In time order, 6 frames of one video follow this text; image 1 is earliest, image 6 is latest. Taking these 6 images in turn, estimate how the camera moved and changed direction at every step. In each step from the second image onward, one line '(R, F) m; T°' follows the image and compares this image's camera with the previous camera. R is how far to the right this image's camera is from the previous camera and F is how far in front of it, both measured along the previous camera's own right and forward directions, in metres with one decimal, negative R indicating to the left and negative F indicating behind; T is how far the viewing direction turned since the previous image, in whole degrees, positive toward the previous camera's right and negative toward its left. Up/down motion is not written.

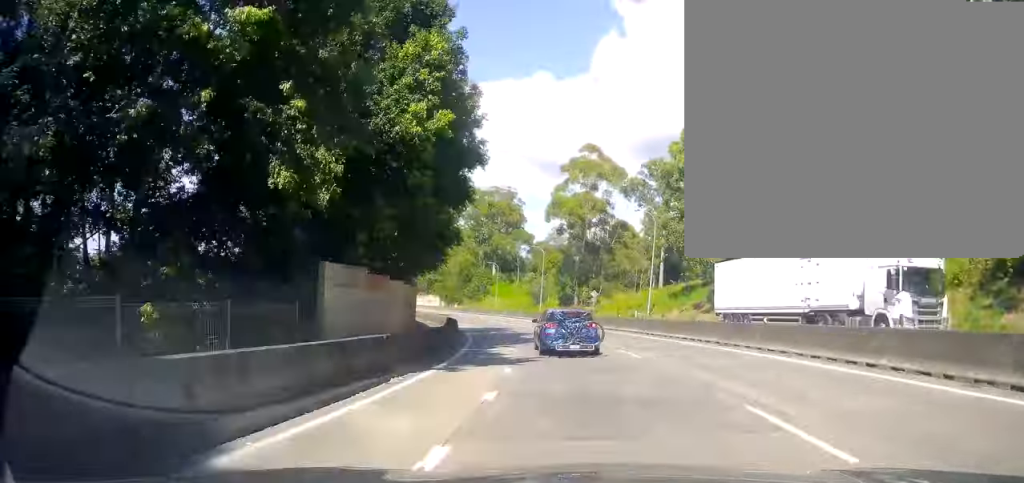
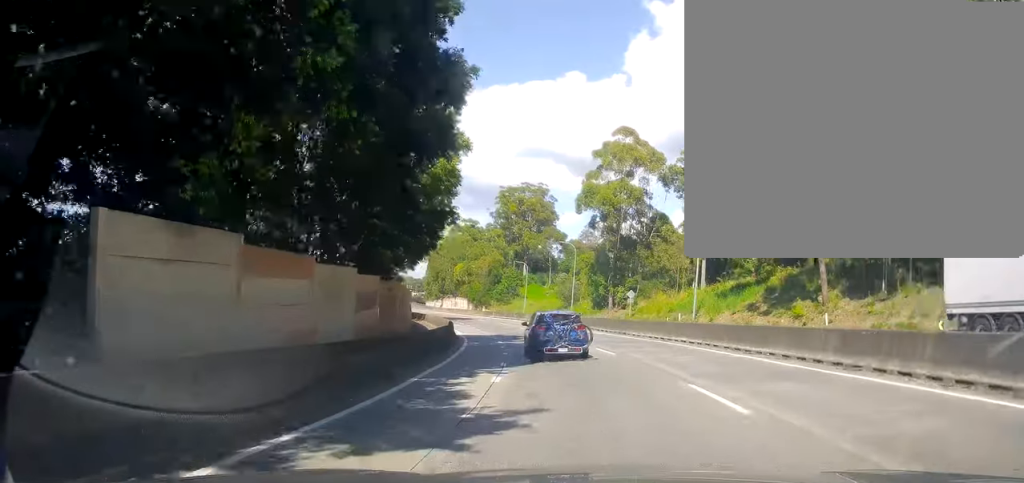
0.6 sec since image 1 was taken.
(+0.9, +9.2) m; -8°
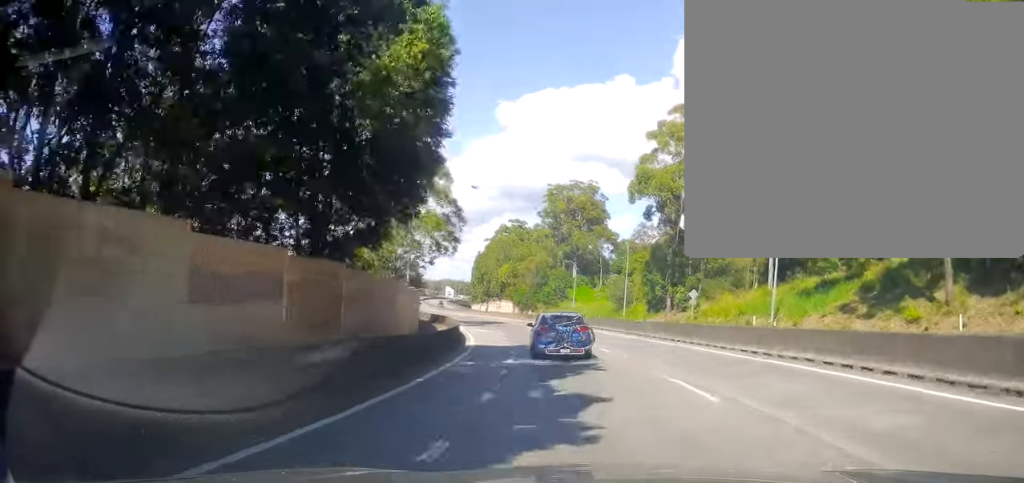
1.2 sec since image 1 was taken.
(+0.1, +10.4) m; -10°
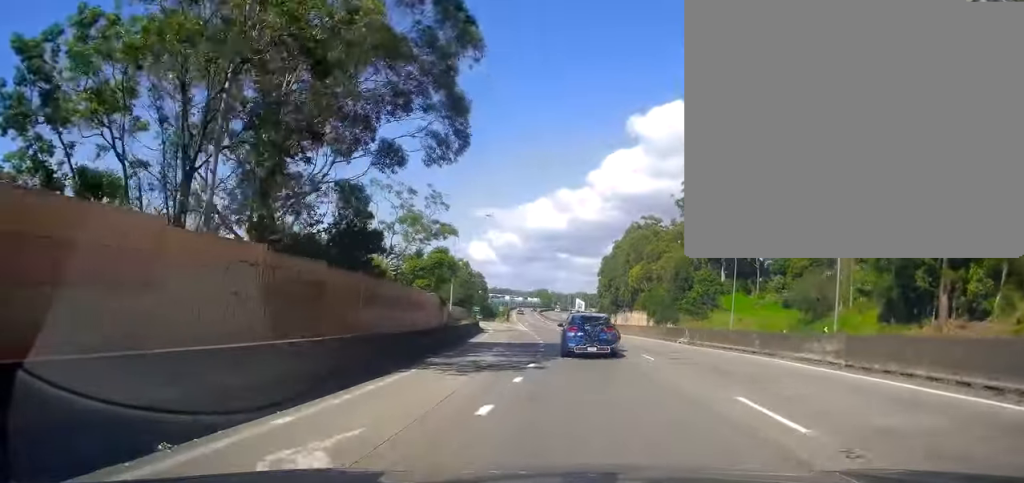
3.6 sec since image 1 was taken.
(-7.7, +38.4) m; -13°
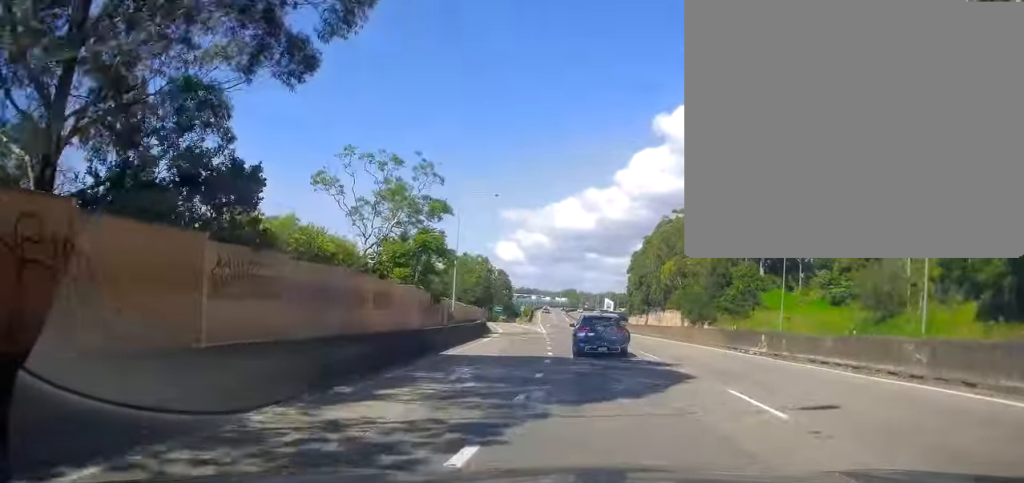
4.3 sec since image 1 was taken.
(-0.4, +10.5) m; -4°
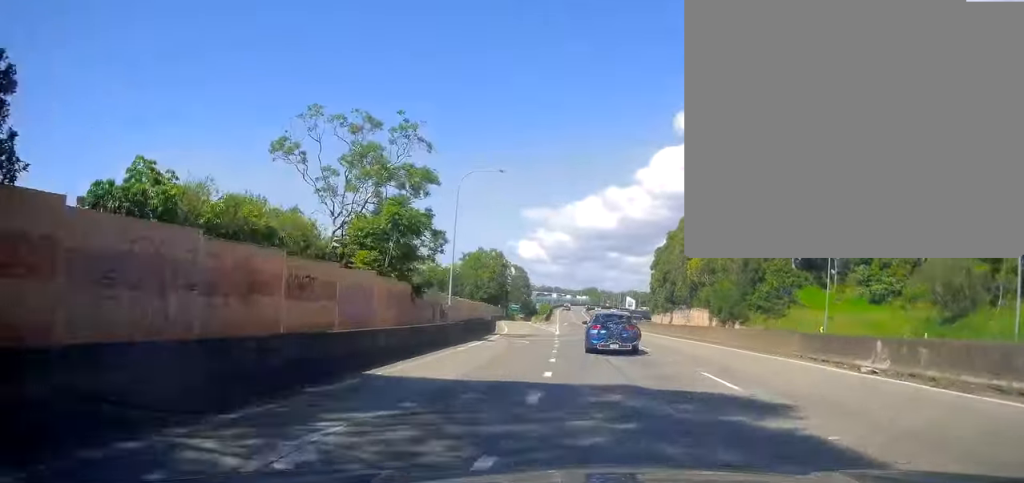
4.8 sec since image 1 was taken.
(+0.1, +8.3) m; -2°
